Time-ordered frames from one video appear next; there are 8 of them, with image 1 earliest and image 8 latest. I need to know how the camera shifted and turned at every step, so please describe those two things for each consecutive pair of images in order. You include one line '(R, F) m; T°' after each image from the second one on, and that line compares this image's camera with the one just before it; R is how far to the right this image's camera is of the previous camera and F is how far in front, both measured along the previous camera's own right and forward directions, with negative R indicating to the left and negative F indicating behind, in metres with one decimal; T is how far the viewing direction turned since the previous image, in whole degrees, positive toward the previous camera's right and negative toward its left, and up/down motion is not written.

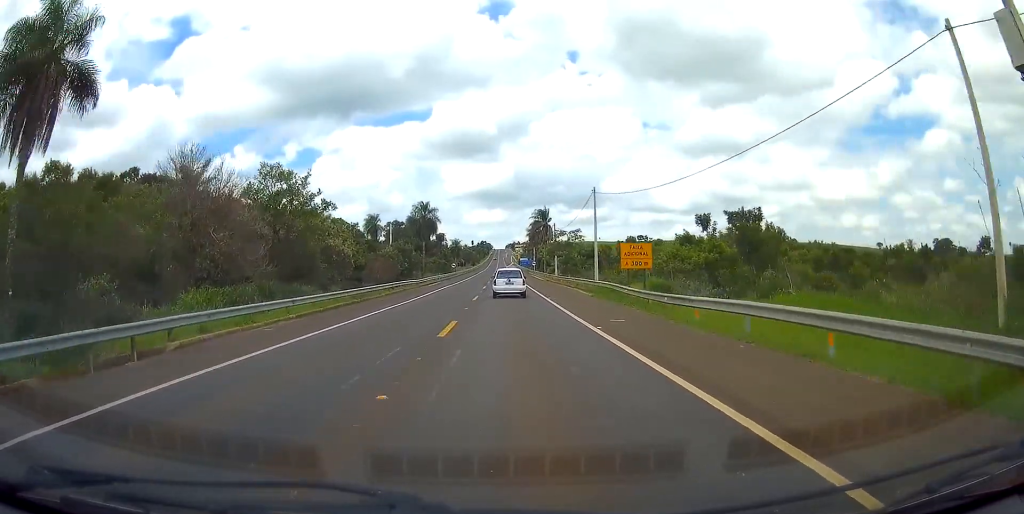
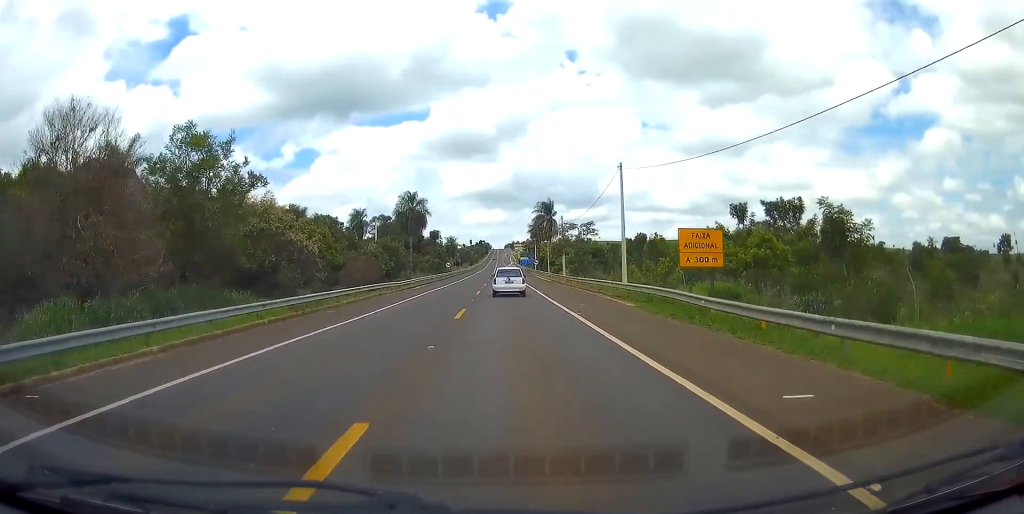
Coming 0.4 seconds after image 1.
(0.0, +13.6) m; 0°
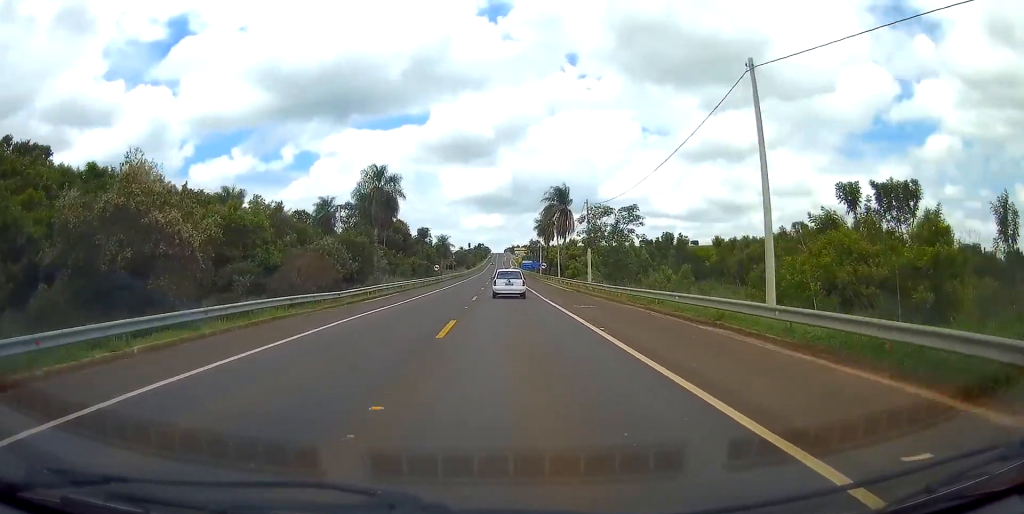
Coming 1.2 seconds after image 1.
(+0.1, +24.0) m; 0°
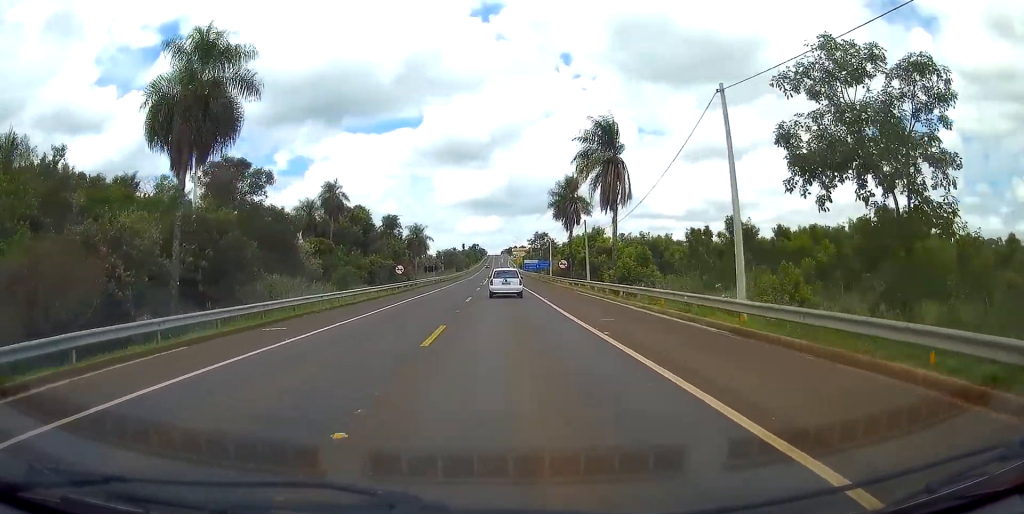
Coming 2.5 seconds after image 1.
(-0.2, +35.7) m; 0°
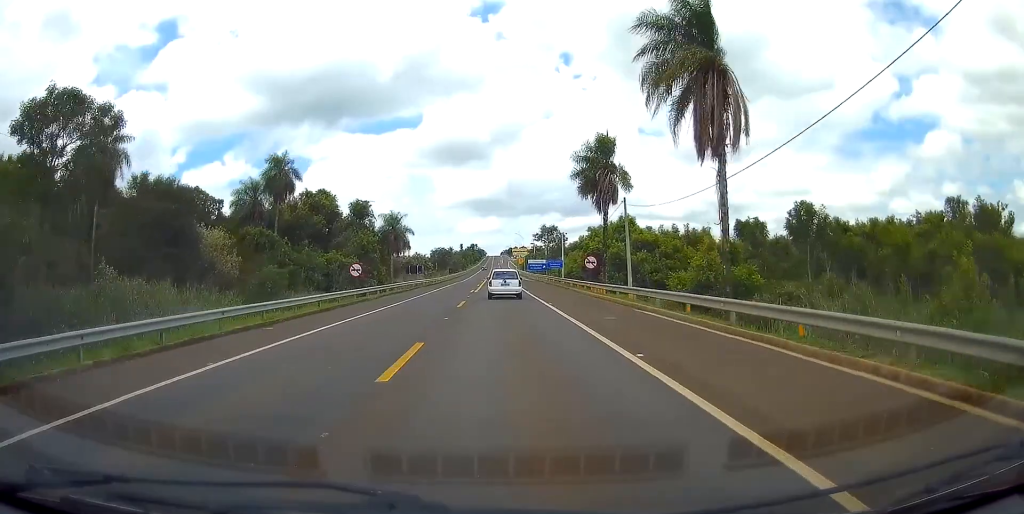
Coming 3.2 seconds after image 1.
(+0.1, +20.2) m; +1°
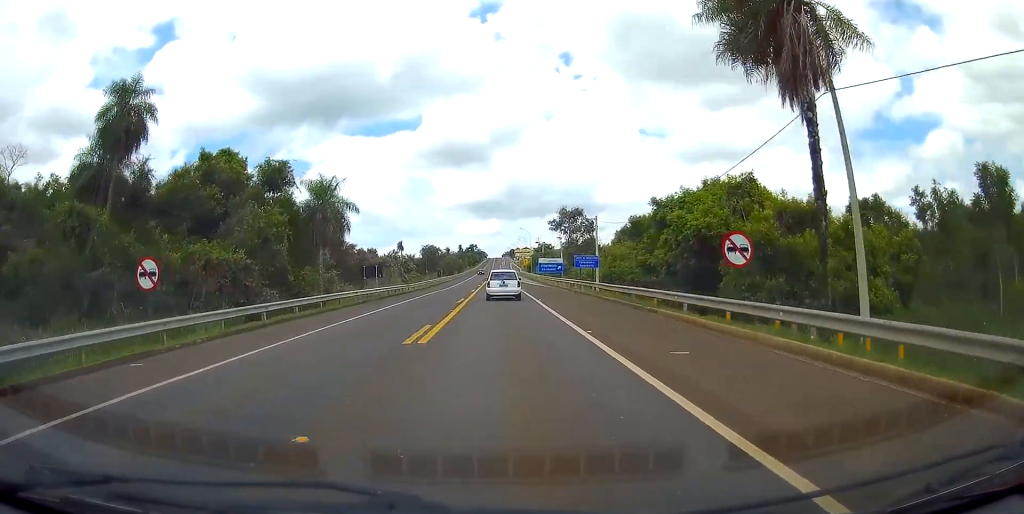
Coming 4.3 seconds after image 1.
(+0.3, +27.8) m; -1°
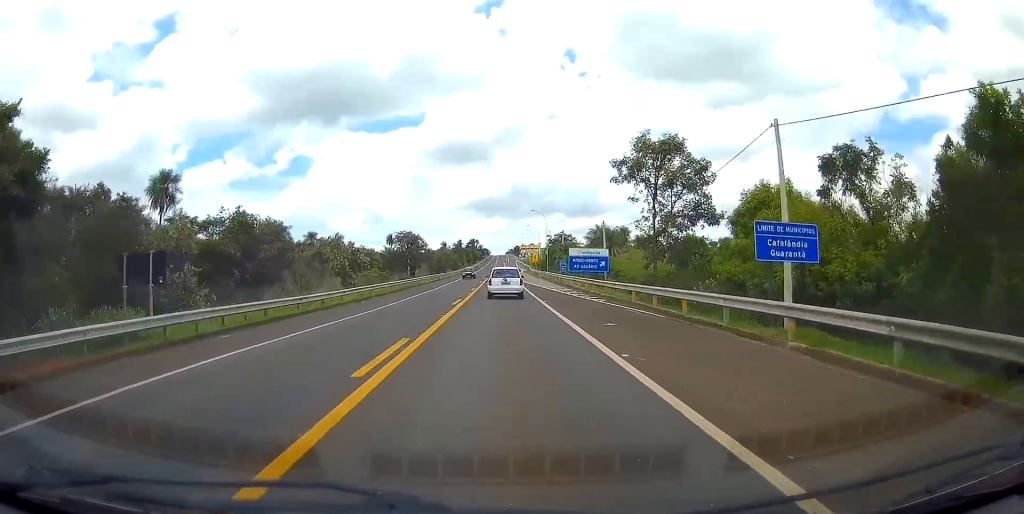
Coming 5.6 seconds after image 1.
(-0.7, +34.6) m; -1°
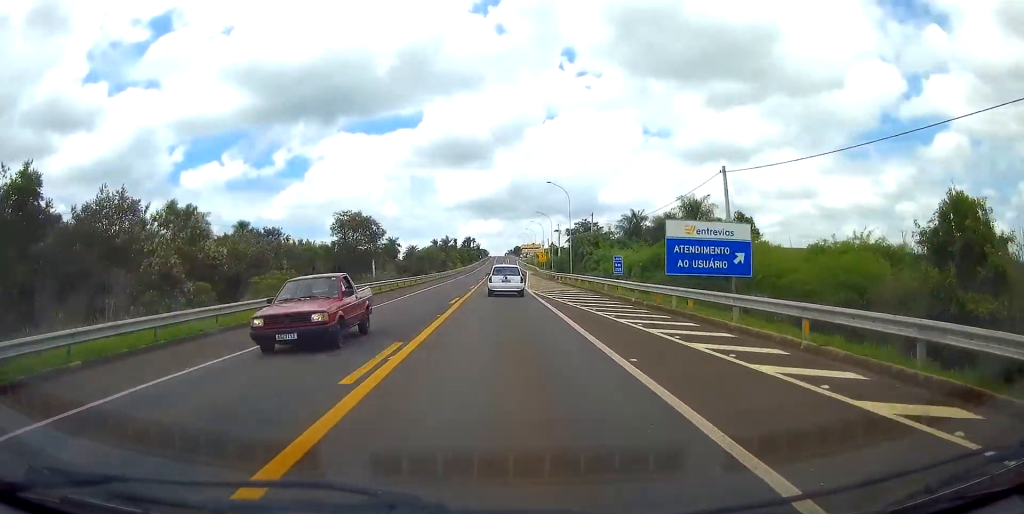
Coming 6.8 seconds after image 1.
(+0.1, +30.8) m; 0°
